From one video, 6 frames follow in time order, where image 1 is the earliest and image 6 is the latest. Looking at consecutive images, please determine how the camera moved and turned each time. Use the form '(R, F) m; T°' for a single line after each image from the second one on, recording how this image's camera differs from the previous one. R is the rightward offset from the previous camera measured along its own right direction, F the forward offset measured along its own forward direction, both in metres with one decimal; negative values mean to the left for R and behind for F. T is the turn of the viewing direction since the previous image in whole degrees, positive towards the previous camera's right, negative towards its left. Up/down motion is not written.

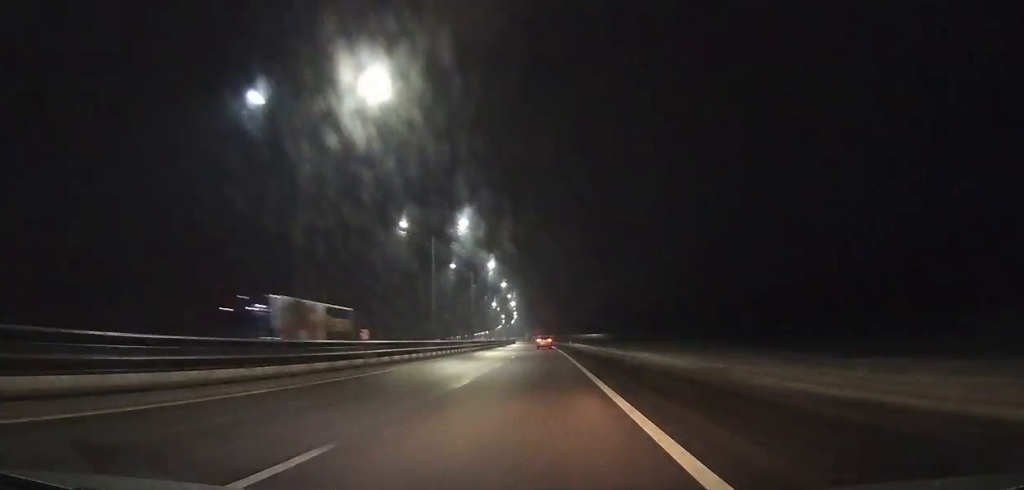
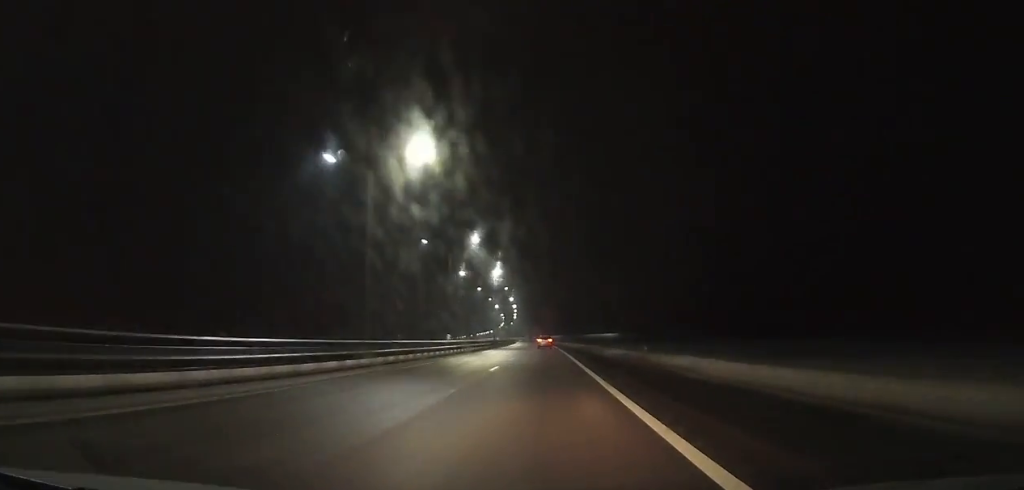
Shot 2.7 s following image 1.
(-0.8, +75.1) m; -1°
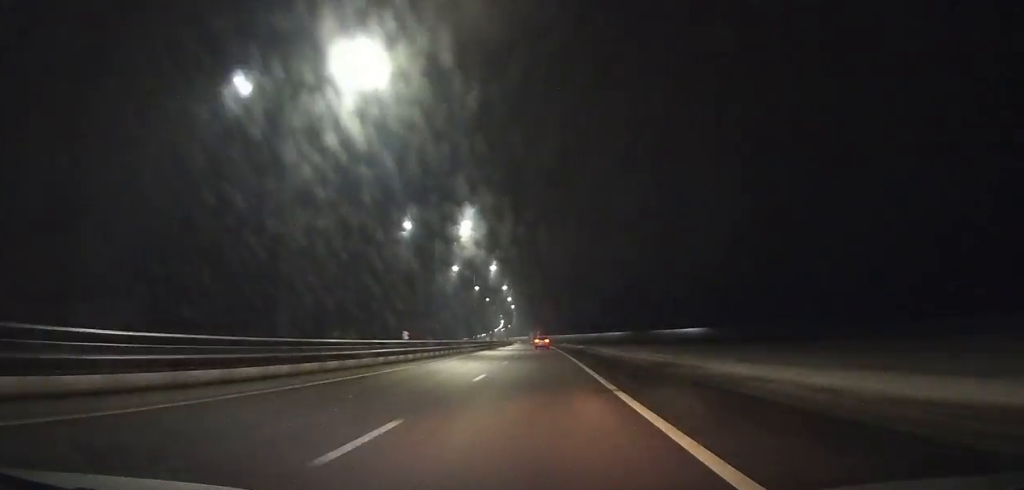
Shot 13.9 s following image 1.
(-13.2, +305.6) m; -5°
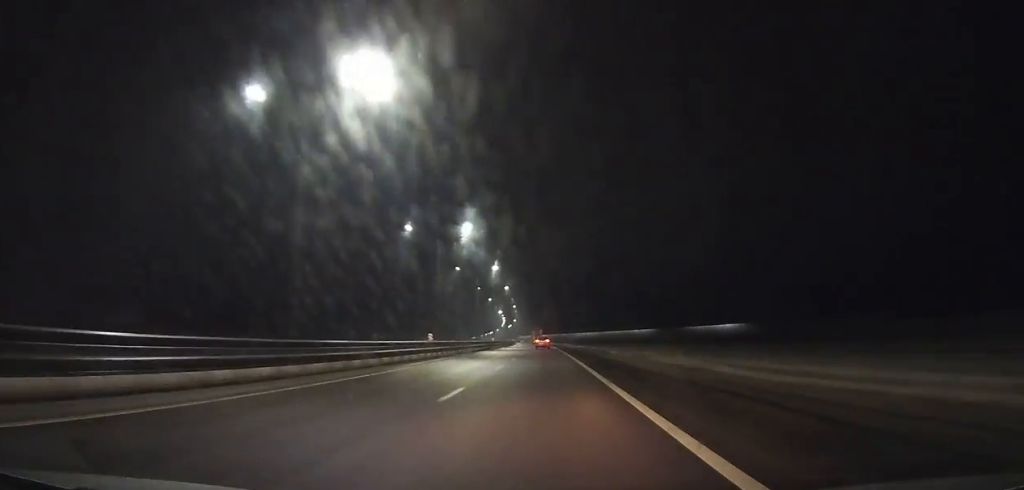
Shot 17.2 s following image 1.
(-1.4, +90.2) m; -2°
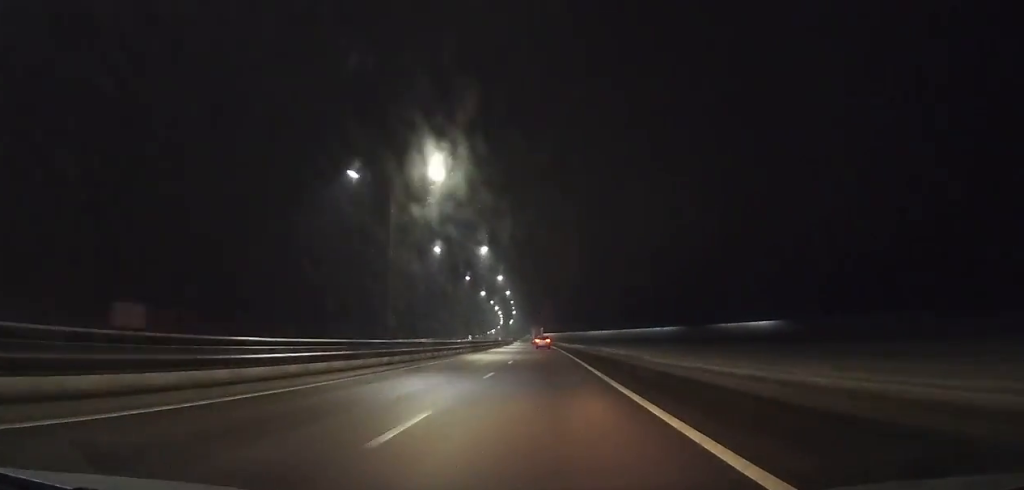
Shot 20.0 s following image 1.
(-0.9, +77.4) m; -1°
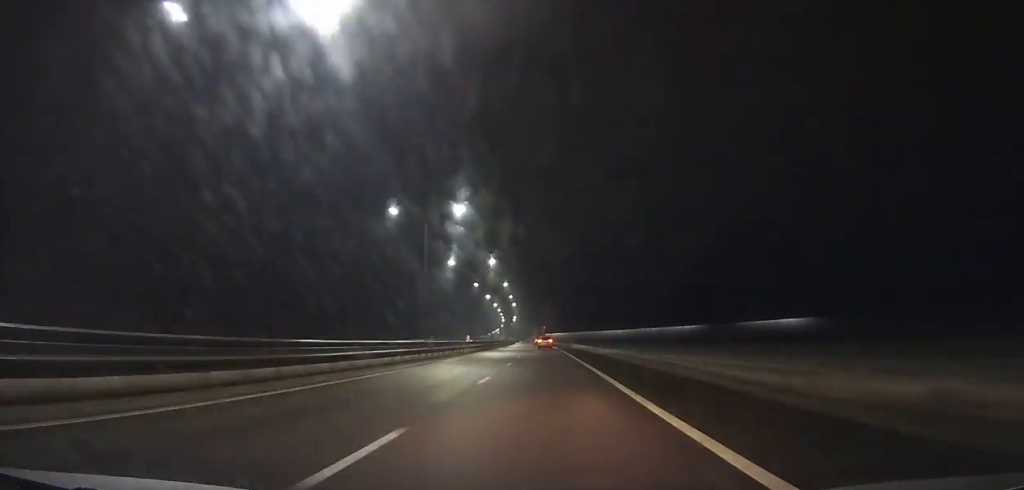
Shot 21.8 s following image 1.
(-0.1, +50.0) m; -1°
